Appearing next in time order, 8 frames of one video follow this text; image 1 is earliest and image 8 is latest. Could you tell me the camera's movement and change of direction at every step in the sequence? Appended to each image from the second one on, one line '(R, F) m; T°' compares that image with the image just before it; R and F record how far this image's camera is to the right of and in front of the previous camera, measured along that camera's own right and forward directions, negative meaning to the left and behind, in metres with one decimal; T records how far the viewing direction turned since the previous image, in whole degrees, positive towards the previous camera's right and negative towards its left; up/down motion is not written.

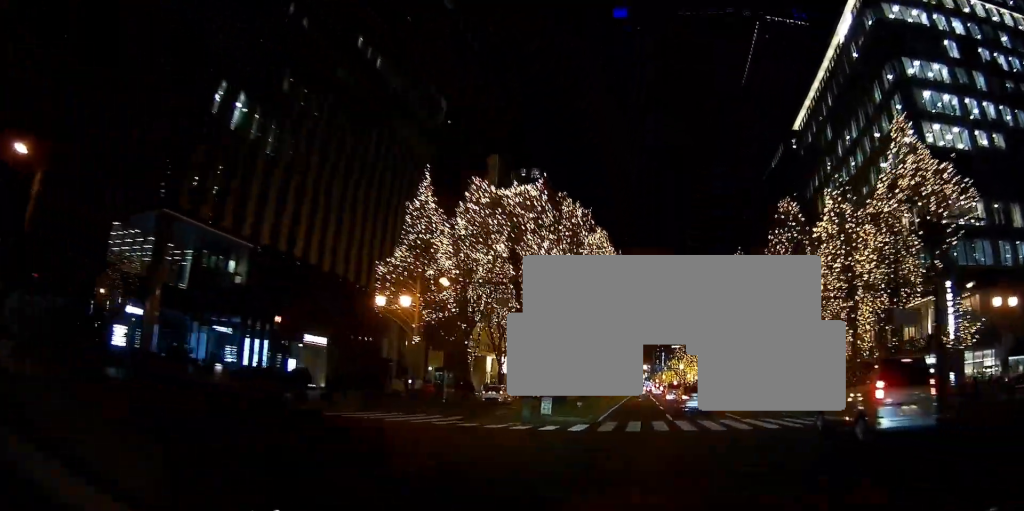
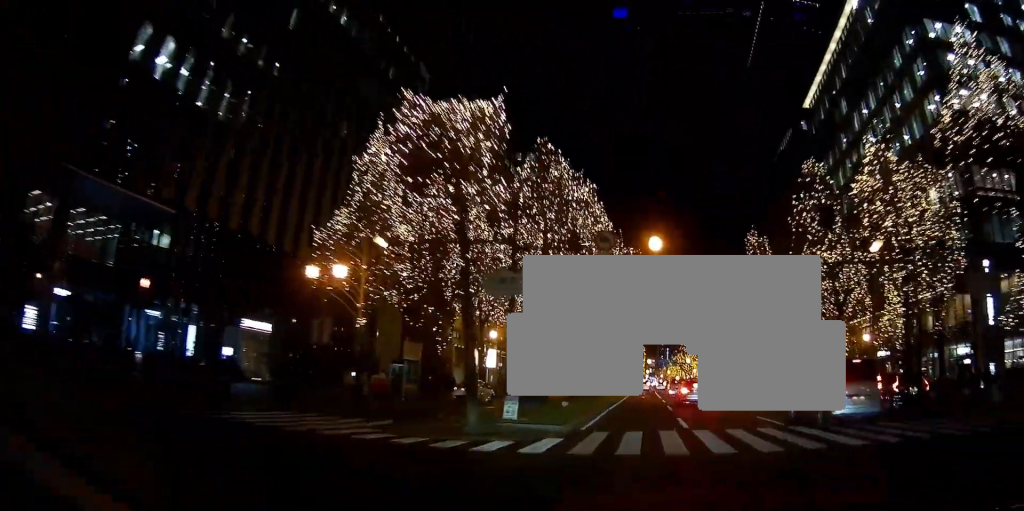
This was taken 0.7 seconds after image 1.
(0.0, +6.5) m; 0°
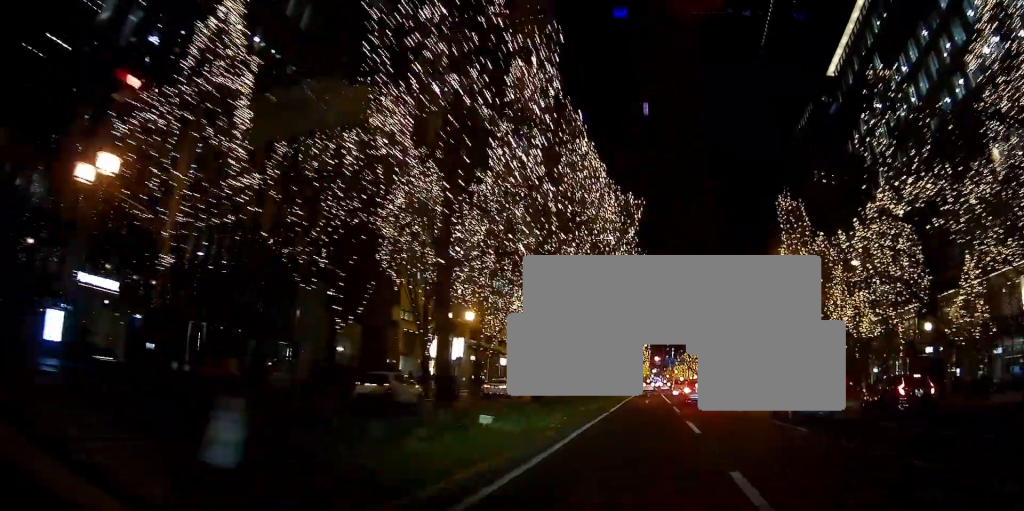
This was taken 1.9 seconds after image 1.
(0.0, +12.0) m; 0°
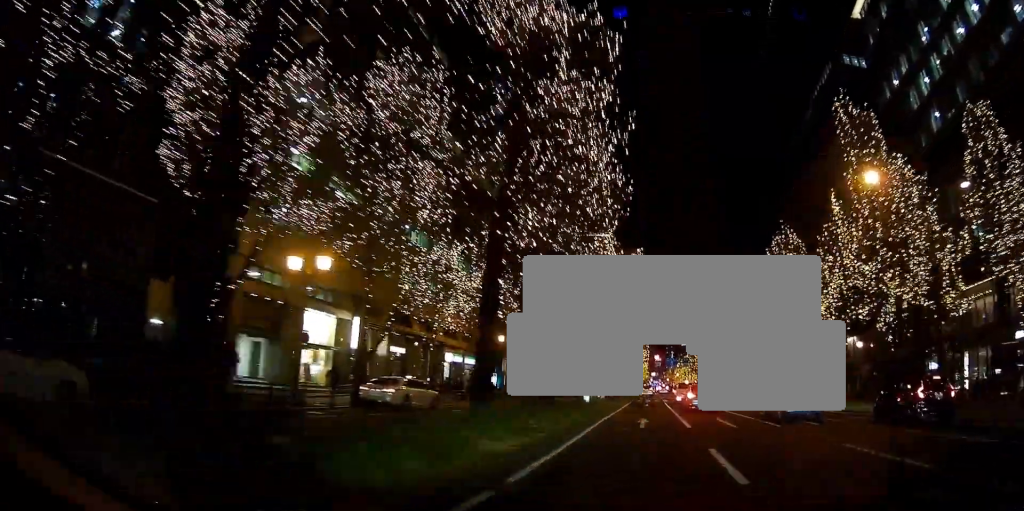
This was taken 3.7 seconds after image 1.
(0.0, +16.1) m; 0°
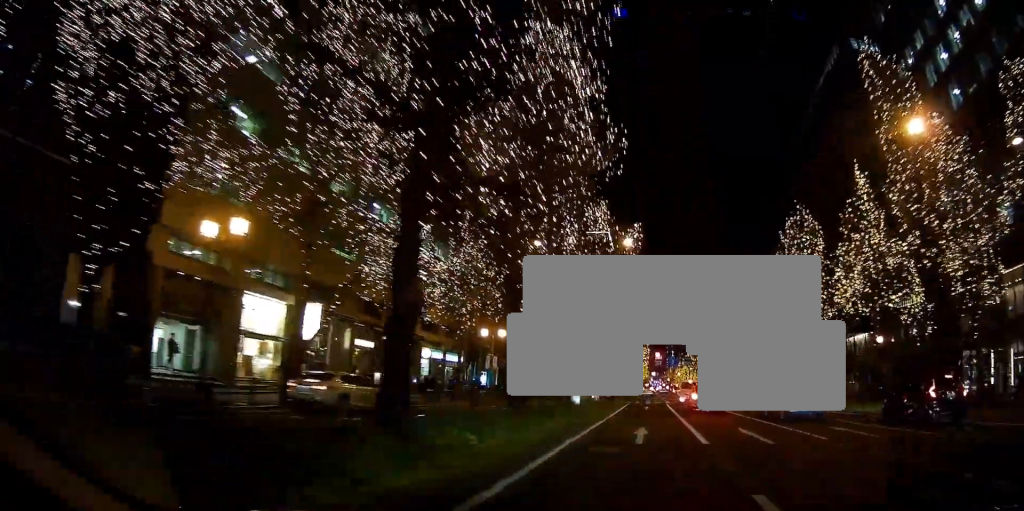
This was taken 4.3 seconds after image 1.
(0.0, +4.3) m; -1°
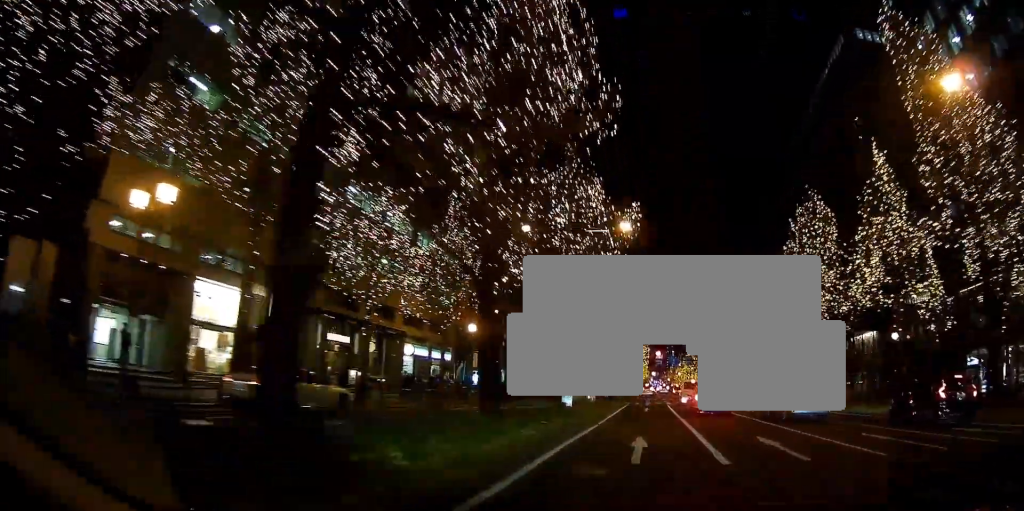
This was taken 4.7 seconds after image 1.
(0.0, +3.2) m; 0°
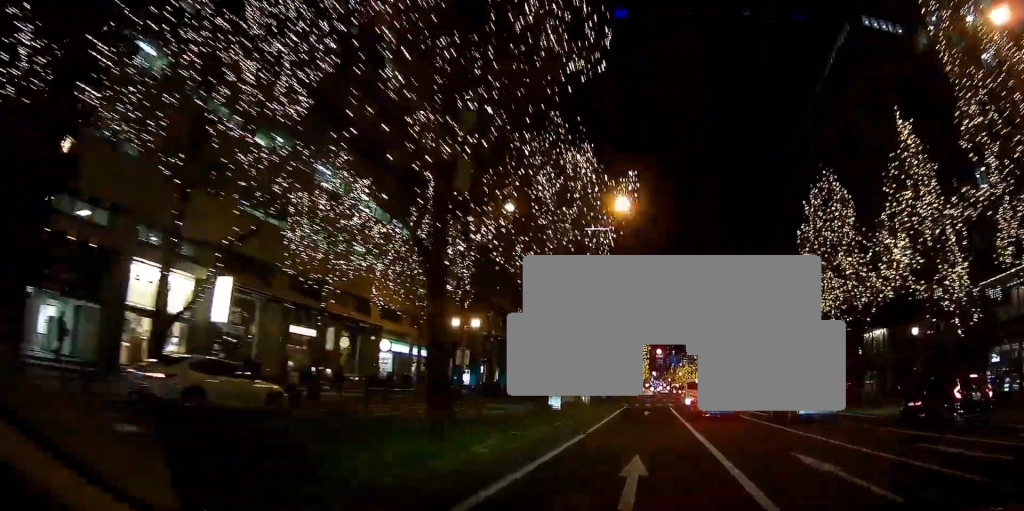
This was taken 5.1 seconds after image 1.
(-0.1, +3.5) m; +3°
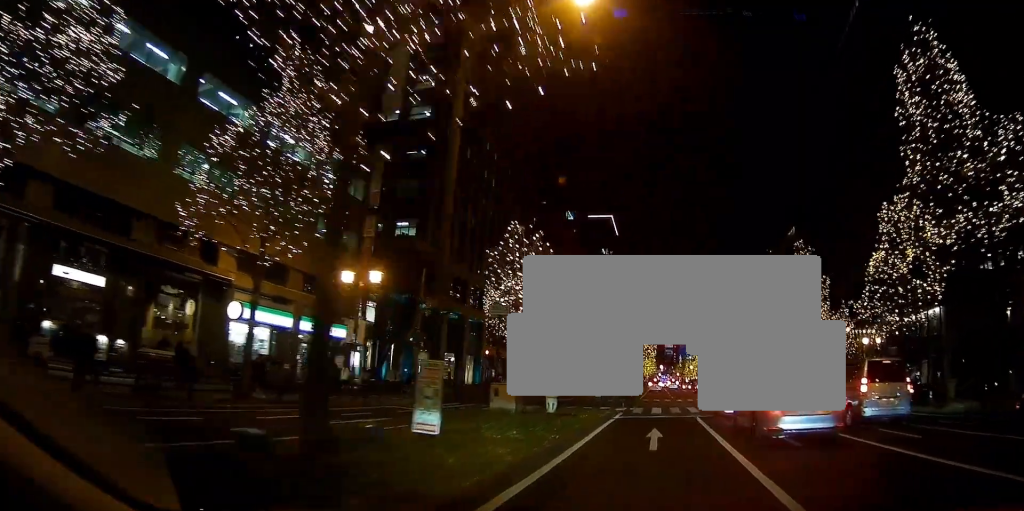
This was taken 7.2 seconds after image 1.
(+1.2, +13.0) m; +3°
